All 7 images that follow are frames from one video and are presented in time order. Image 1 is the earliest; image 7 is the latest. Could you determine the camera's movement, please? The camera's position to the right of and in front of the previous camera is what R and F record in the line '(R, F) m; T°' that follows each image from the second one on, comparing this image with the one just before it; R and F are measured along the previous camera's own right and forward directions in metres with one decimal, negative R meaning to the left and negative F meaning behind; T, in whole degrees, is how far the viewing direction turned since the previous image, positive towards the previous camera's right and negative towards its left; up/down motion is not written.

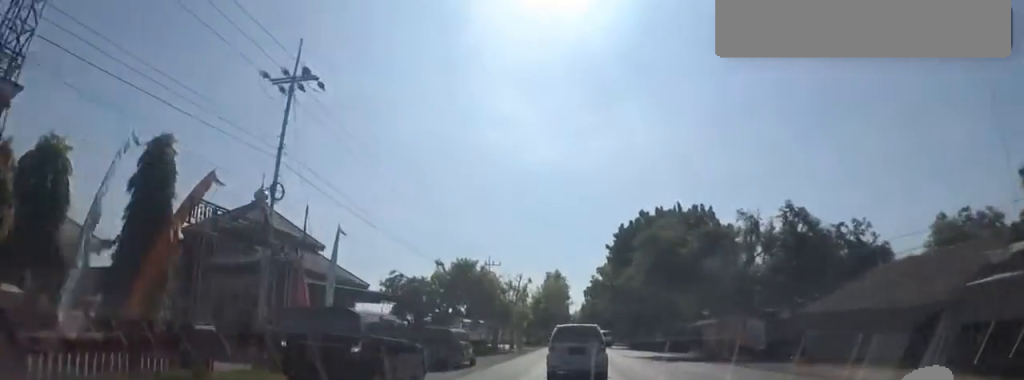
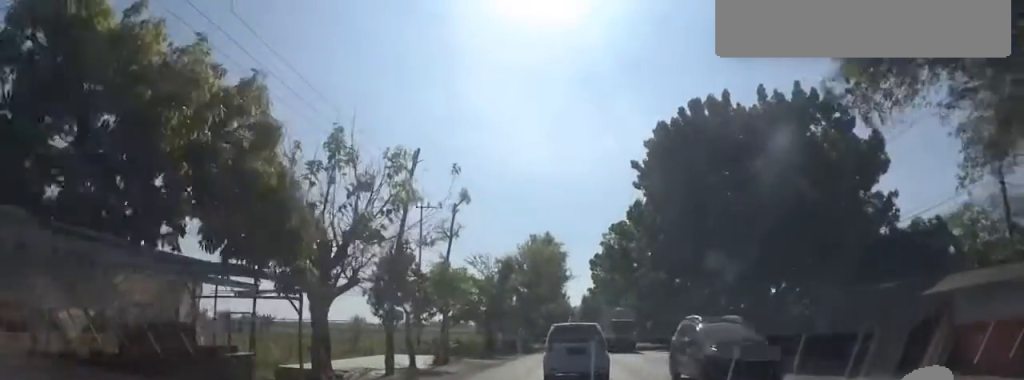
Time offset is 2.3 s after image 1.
(+0.2, +27.5) m; 0°
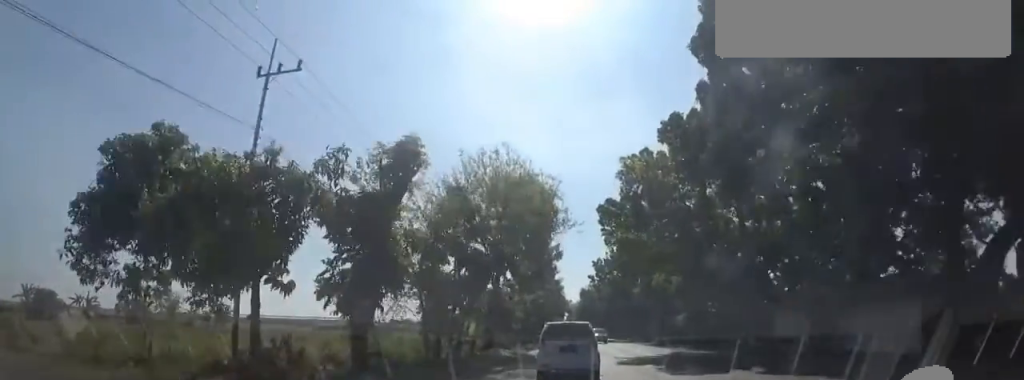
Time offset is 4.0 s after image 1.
(-0.6, +18.4) m; -1°
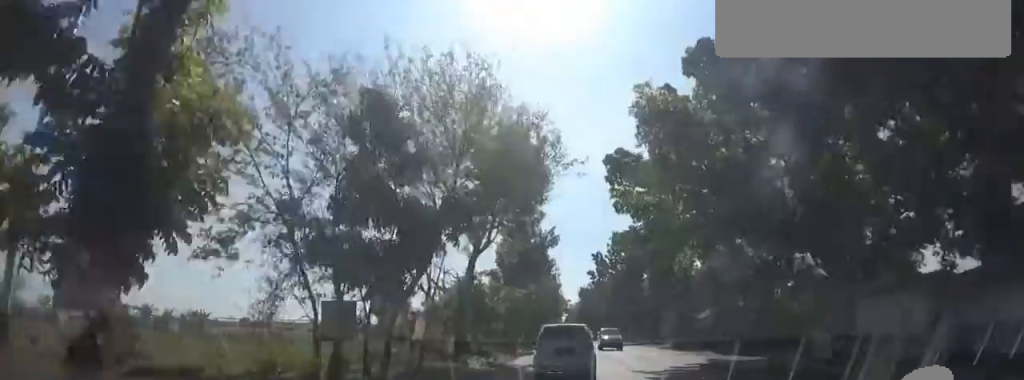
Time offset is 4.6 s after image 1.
(+0.1, +7.6) m; +2°
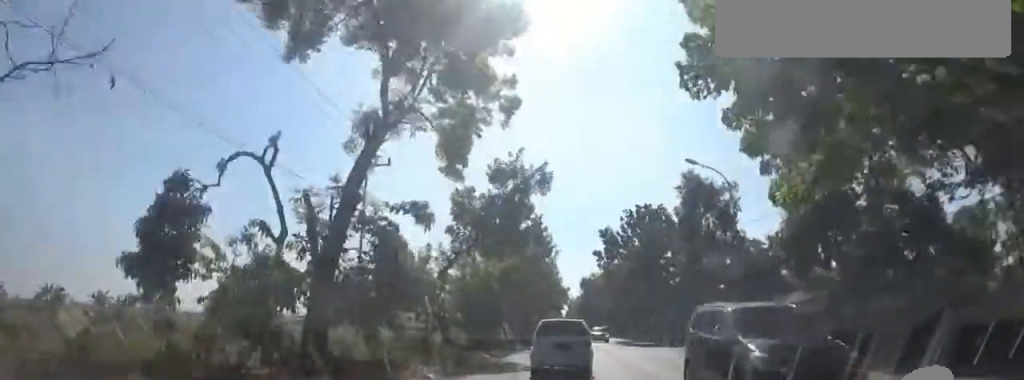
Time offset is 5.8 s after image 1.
(+0.4, +13.2) m; +3°
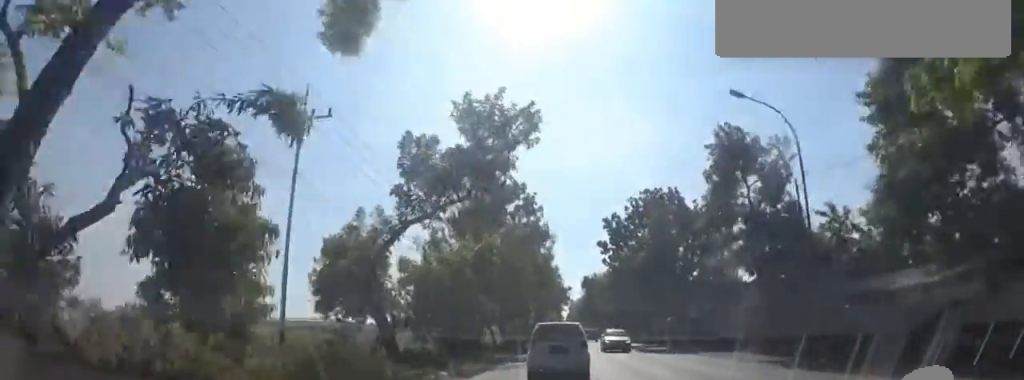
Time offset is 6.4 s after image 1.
(+0.6, +7.1) m; -1°
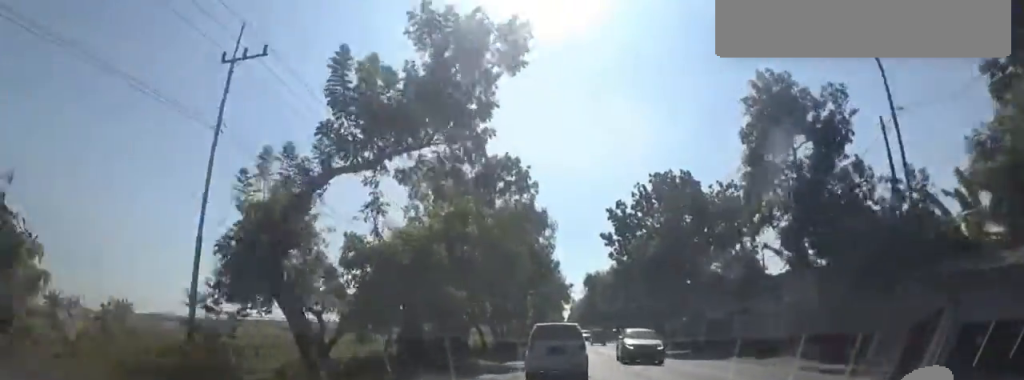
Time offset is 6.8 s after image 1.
(-0.3, +5.3) m; -2°
